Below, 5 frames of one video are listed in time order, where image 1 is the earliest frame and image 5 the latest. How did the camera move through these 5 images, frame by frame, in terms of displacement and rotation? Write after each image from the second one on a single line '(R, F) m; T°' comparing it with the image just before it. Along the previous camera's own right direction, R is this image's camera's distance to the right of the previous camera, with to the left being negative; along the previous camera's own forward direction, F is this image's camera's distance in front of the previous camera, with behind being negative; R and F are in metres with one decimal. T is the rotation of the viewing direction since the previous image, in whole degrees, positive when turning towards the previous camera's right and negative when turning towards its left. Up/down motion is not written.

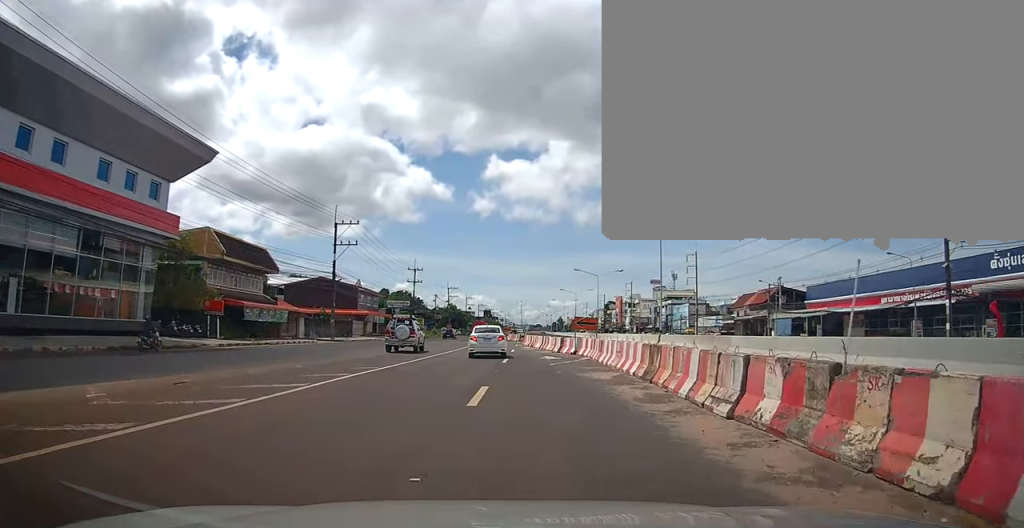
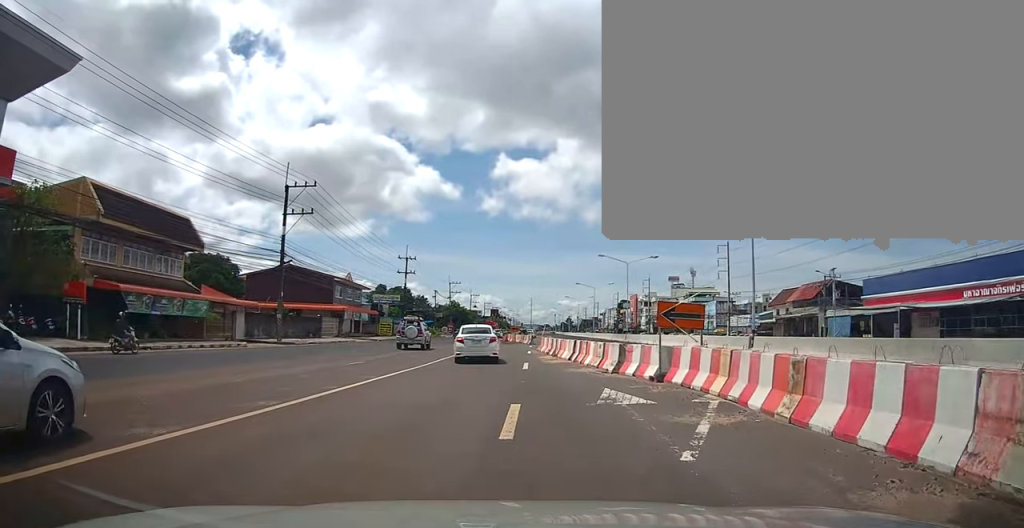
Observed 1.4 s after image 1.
(+0.1, +15.1) m; 0°
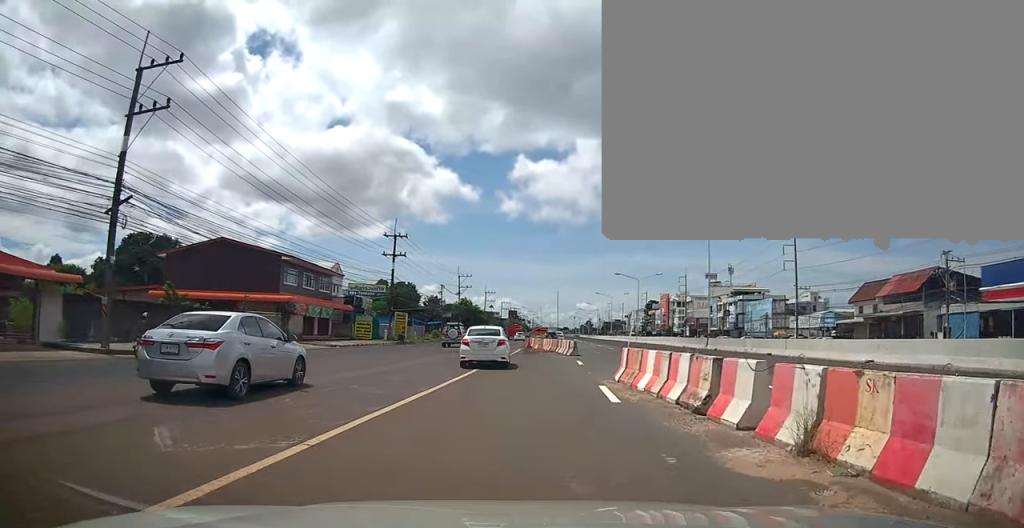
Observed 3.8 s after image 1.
(-1.6, +21.5) m; -6°
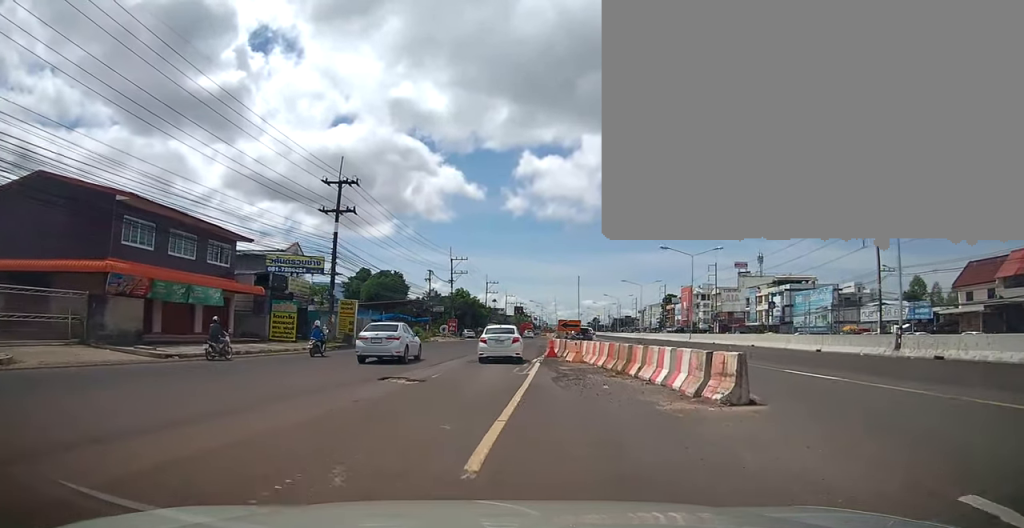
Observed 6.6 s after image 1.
(+0.4, +22.2) m; +1°
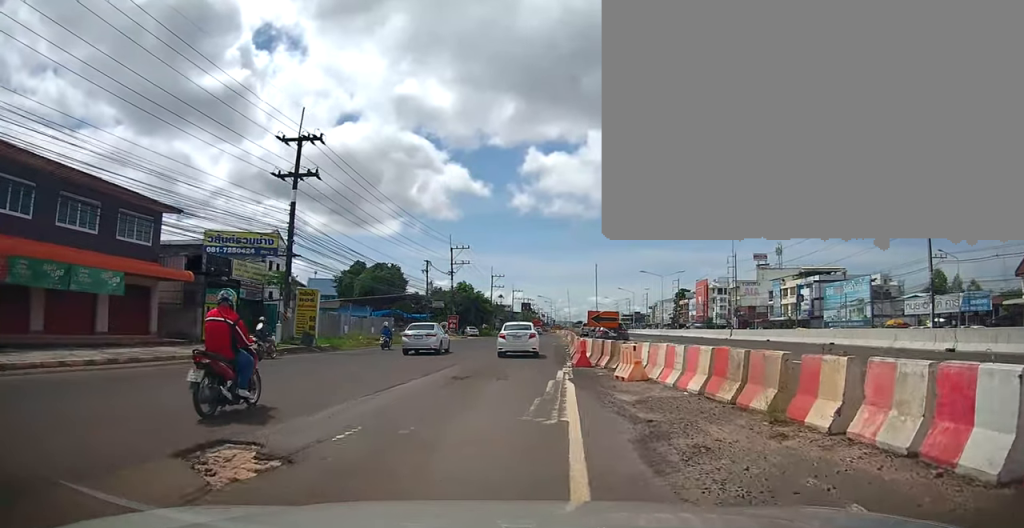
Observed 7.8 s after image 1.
(0.0, +9.2) m; 0°
